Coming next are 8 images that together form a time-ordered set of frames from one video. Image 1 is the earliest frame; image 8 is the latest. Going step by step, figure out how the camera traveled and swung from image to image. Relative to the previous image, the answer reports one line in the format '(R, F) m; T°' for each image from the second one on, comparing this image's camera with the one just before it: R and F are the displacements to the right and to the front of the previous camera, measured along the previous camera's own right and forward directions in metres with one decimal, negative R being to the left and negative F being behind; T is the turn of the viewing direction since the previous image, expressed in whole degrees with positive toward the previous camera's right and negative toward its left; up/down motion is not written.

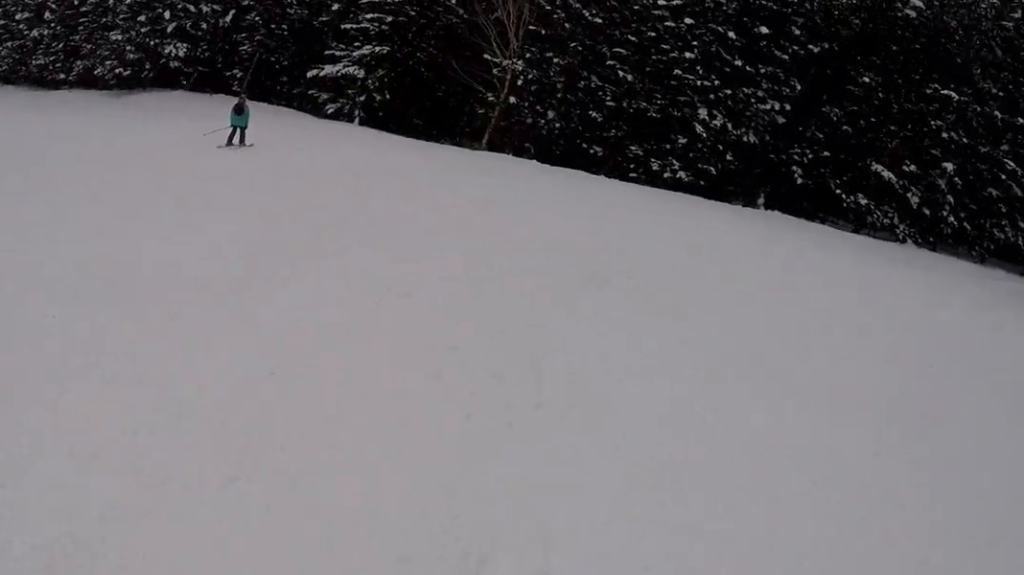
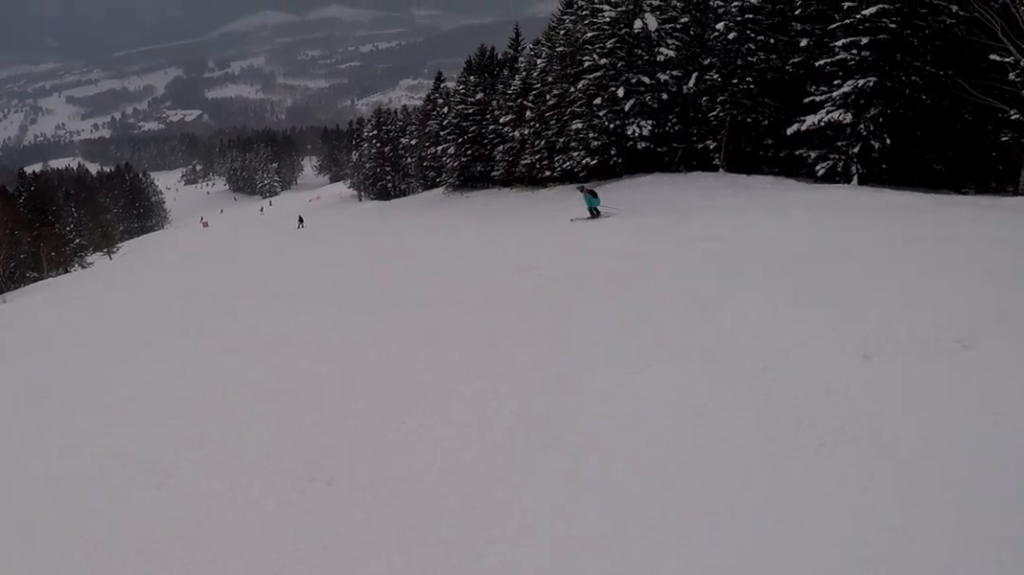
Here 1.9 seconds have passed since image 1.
(-1.2, +7.3) m; -30°
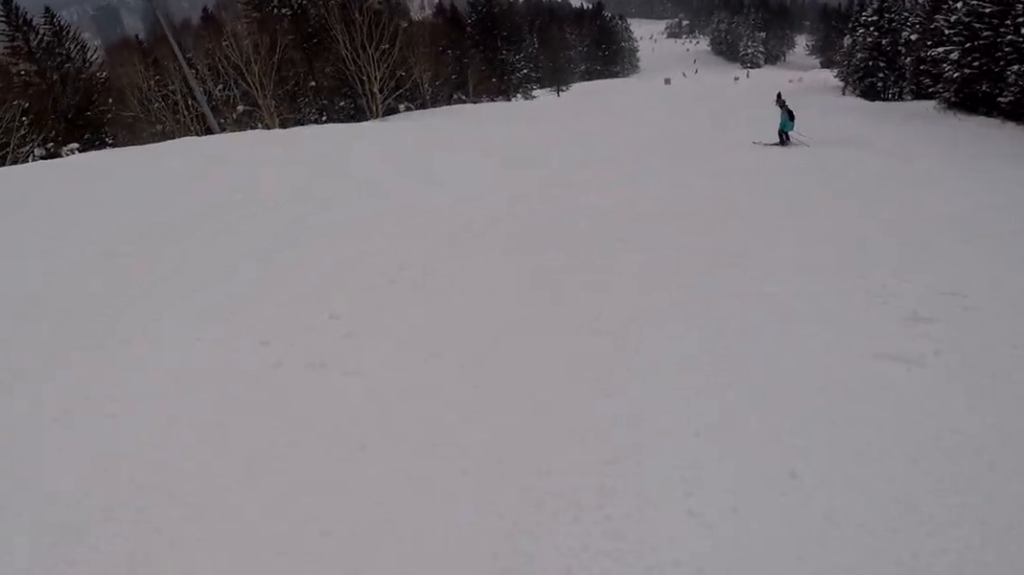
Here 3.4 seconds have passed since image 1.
(-2.3, +6.4) m; -55°
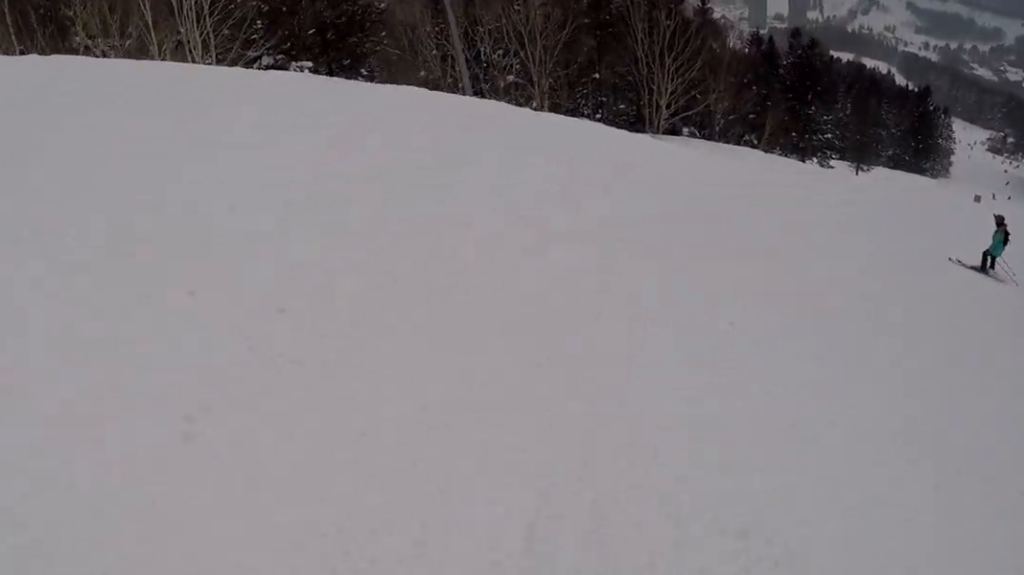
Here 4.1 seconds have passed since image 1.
(-1.2, +3.4) m; -20°
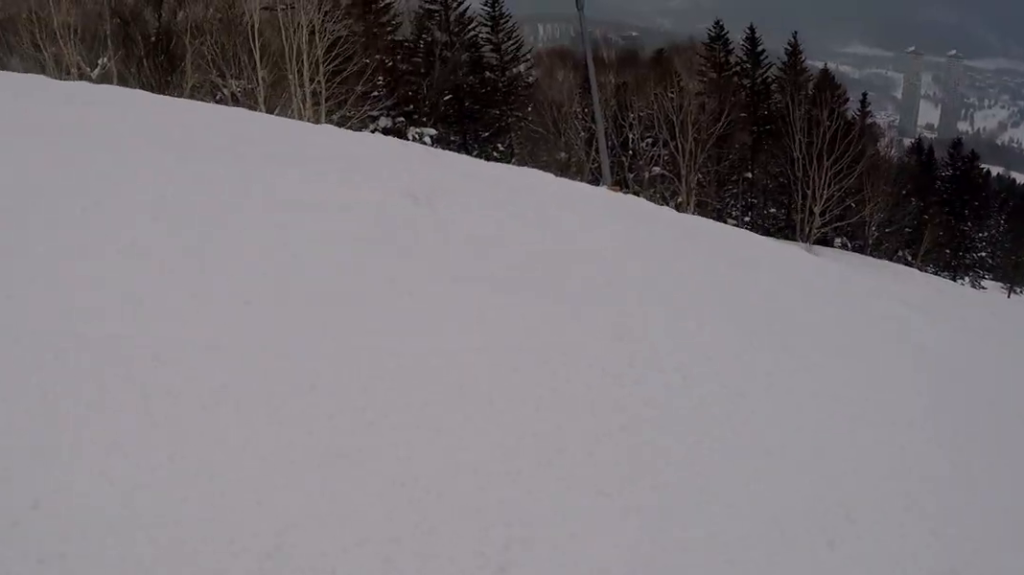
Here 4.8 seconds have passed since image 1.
(-0.6, +3.5) m; -10°
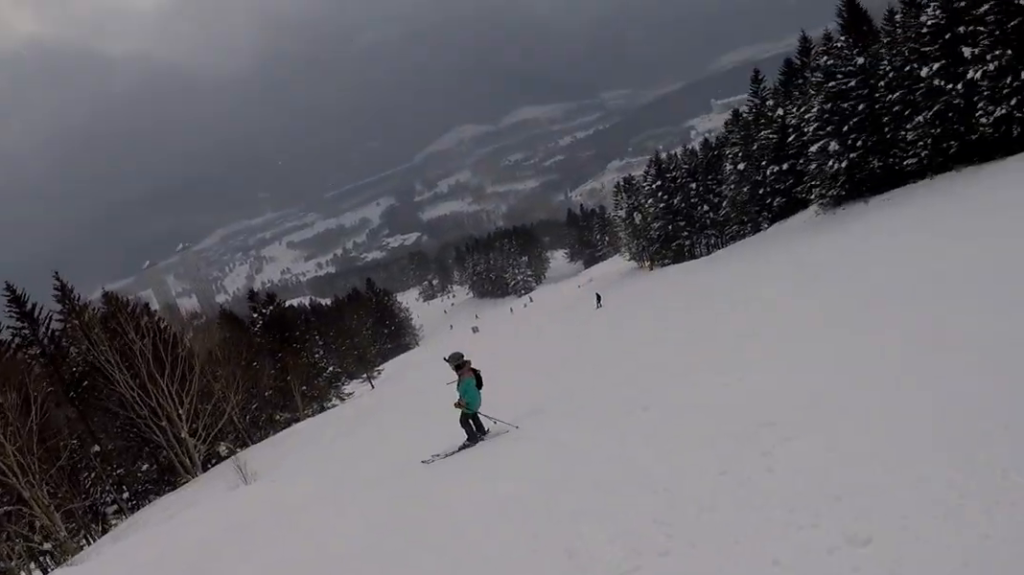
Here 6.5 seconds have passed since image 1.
(+0.2, +8.9) m; +25°
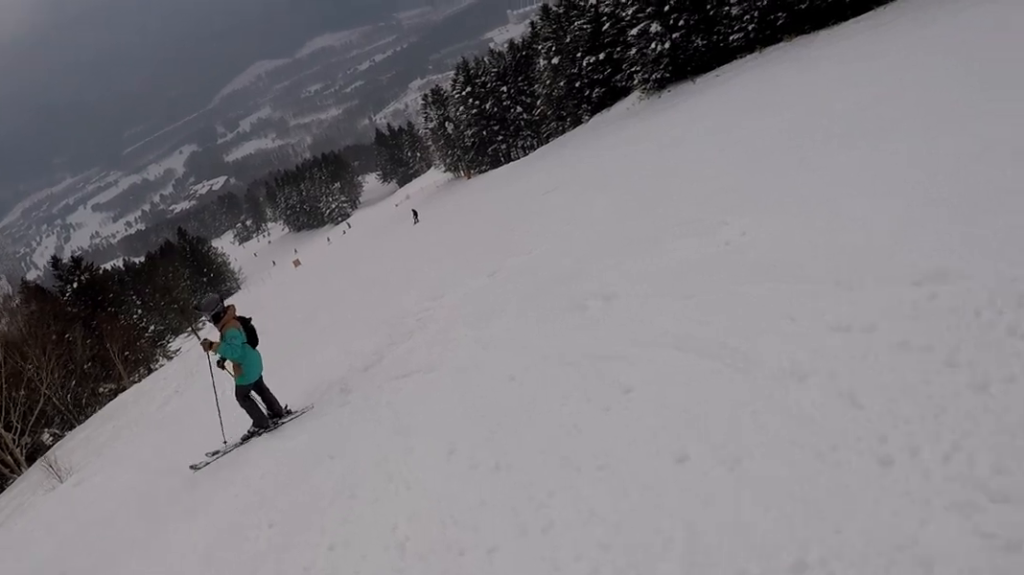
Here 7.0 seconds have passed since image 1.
(+0.9, +2.7) m; +22°
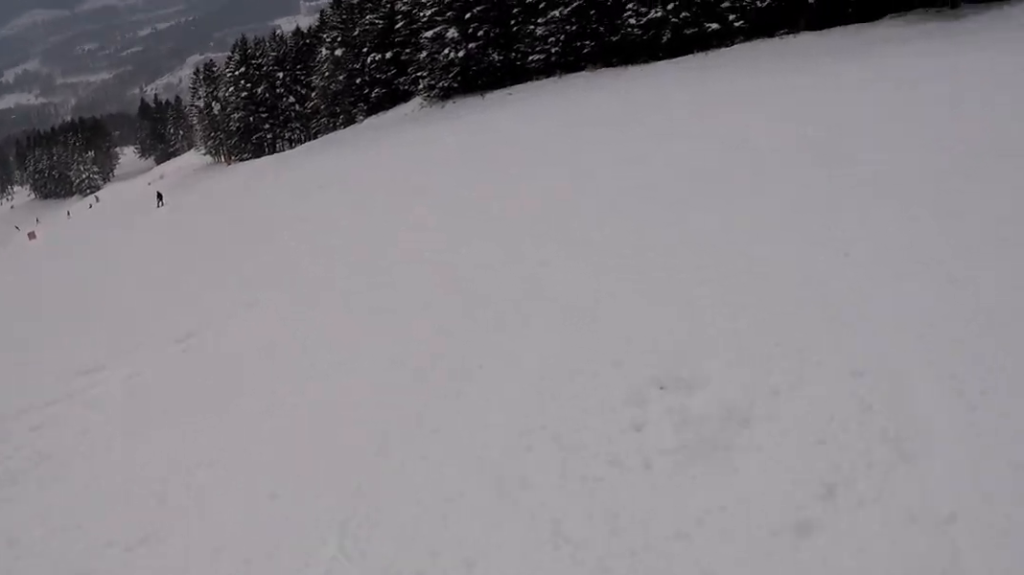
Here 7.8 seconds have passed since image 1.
(+0.9, +3.4) m; +30°
